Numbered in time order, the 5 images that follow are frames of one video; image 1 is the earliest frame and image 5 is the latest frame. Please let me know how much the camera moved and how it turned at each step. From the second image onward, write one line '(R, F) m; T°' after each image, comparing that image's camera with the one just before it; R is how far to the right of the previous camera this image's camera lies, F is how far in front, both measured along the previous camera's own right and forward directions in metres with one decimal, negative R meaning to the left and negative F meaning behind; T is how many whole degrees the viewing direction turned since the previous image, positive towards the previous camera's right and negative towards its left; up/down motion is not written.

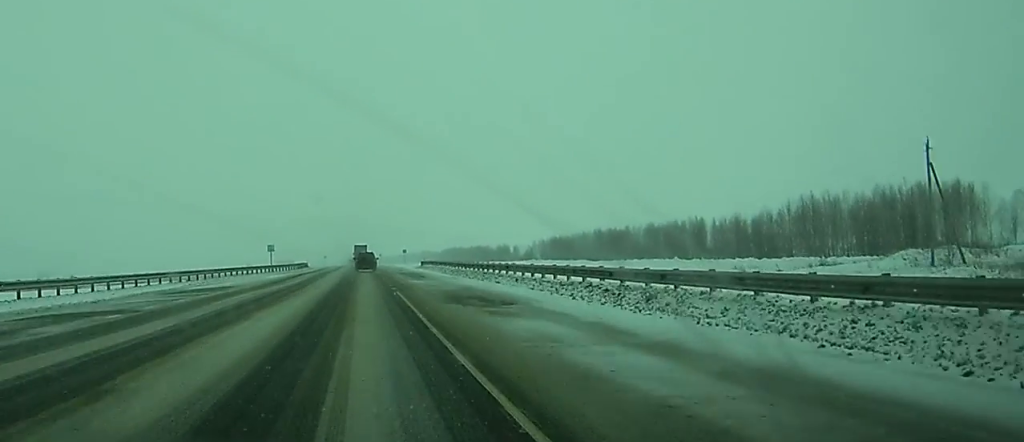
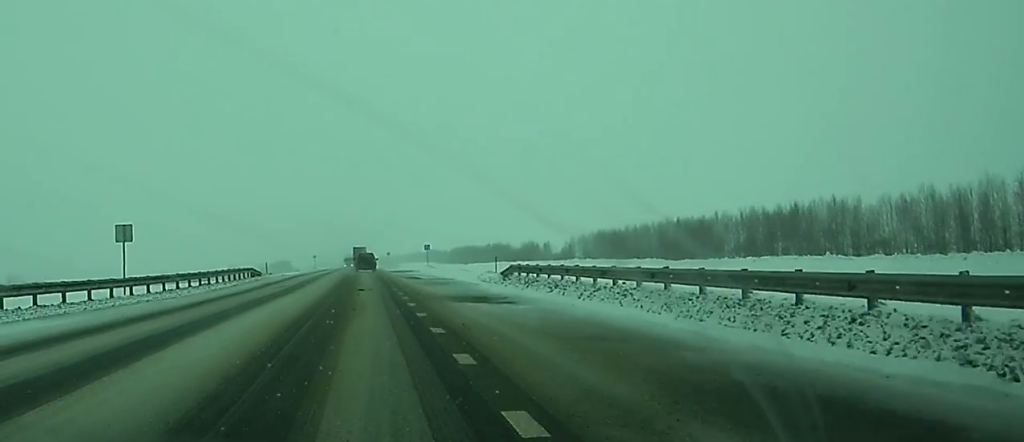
(0.0, +55.7) m; 0°
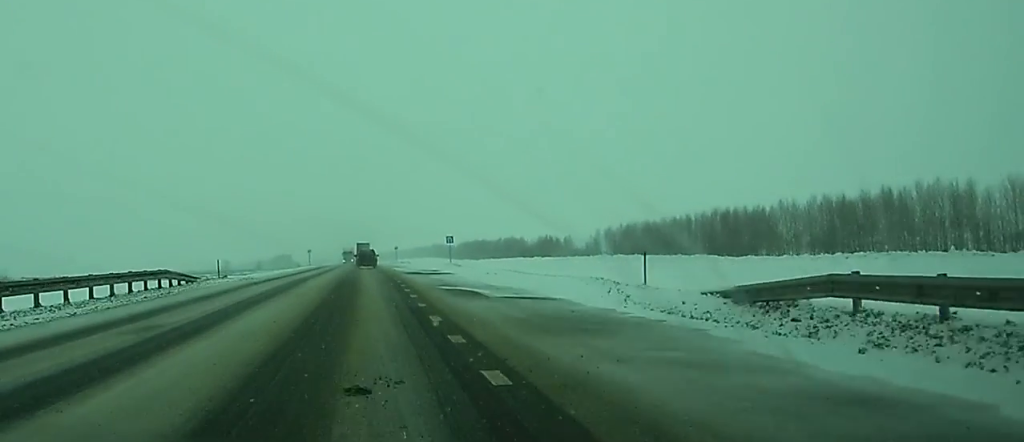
(0.0, +25.5) m; 0°
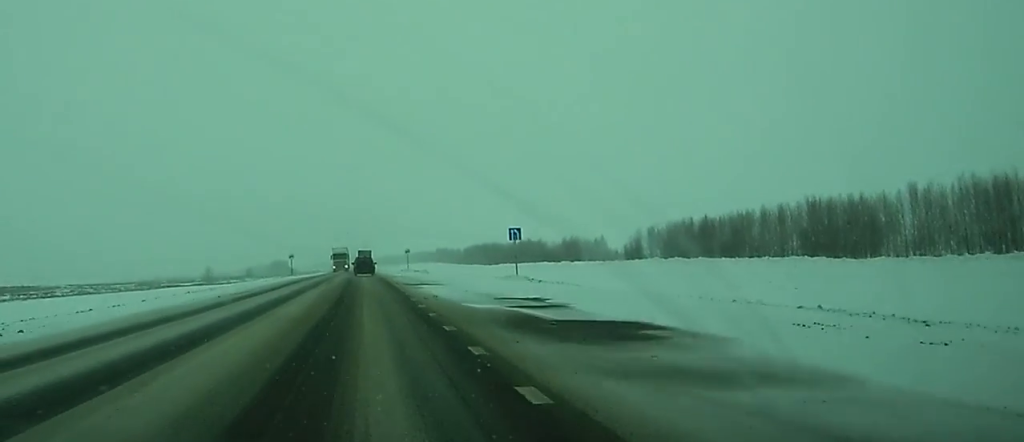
(0.0, +37.0) m; 0°
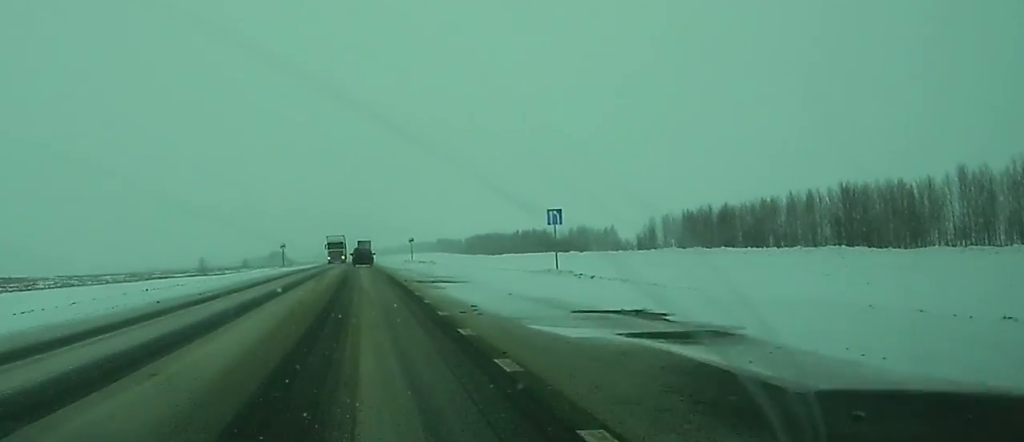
(0.0, +10.5) m; 0°
